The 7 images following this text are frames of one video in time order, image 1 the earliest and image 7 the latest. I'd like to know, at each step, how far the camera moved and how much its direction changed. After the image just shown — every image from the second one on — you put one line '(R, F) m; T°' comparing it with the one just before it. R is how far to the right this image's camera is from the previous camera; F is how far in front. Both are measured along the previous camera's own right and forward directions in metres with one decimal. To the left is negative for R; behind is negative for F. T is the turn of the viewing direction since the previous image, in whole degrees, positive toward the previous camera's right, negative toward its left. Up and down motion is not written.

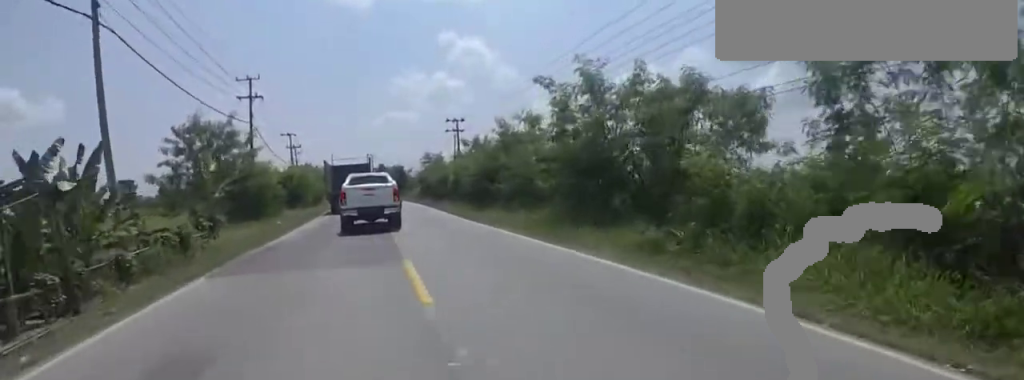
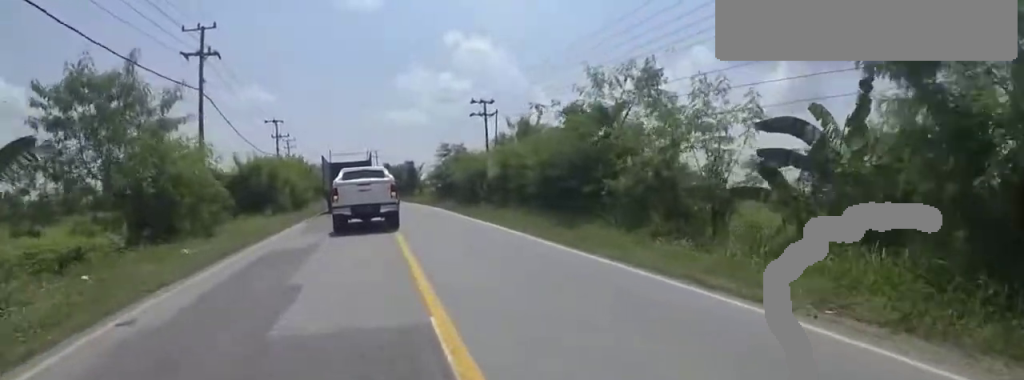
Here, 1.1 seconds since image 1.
(0.0, +11.1) m; -1°
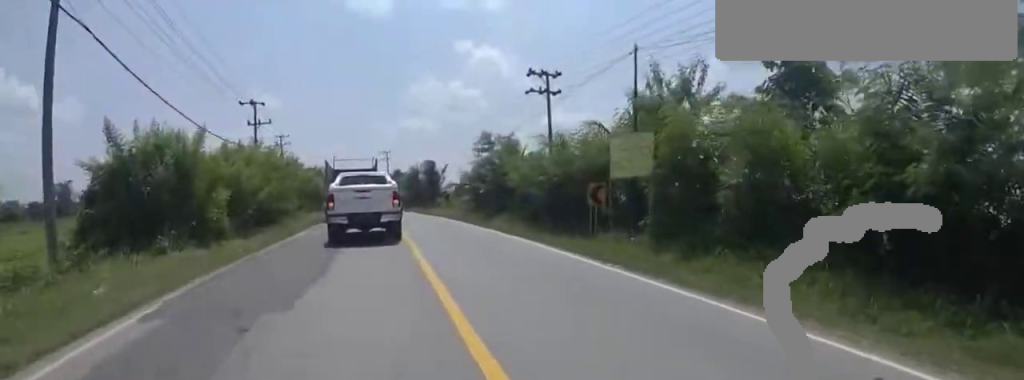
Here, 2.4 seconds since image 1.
(-0.2, +12.6) m; -2°
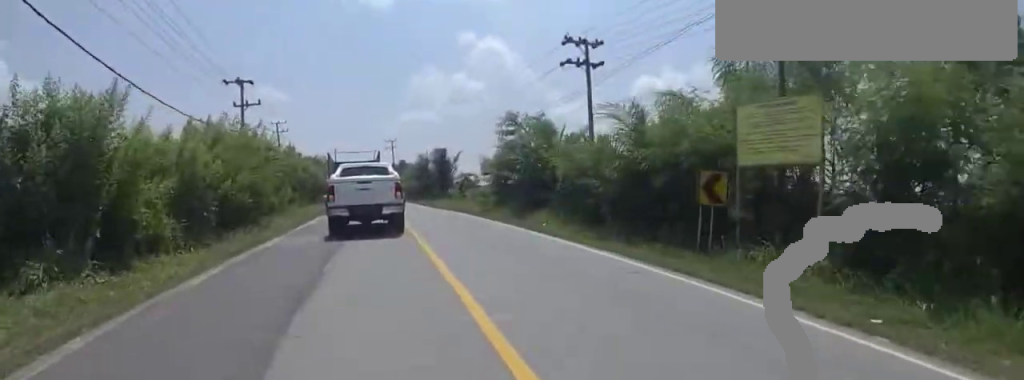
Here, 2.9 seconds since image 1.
(0.0, +4.6) m; -1°
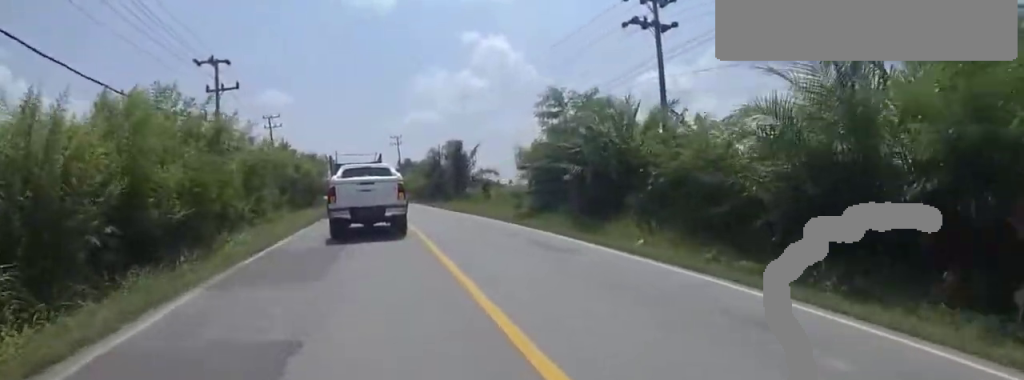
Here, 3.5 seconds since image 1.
(0.0, +5.7) m; 0°
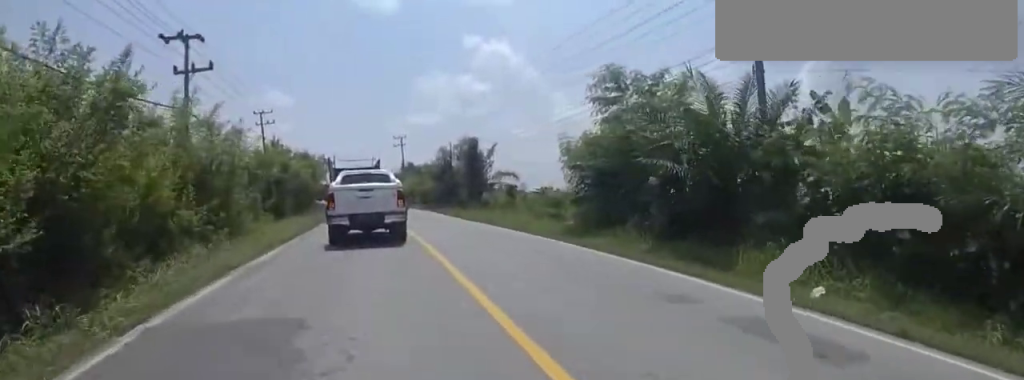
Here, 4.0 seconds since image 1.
(0.0, +4.7) m; 0°
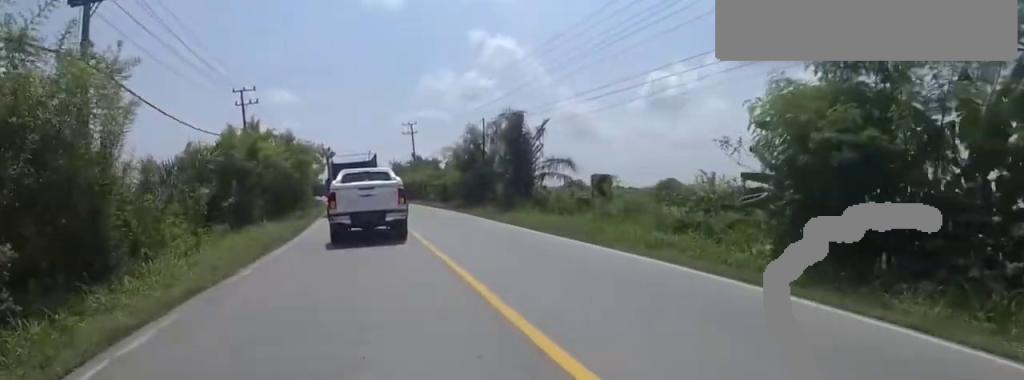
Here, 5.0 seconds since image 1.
(0.0, +8.1) m; +3°
